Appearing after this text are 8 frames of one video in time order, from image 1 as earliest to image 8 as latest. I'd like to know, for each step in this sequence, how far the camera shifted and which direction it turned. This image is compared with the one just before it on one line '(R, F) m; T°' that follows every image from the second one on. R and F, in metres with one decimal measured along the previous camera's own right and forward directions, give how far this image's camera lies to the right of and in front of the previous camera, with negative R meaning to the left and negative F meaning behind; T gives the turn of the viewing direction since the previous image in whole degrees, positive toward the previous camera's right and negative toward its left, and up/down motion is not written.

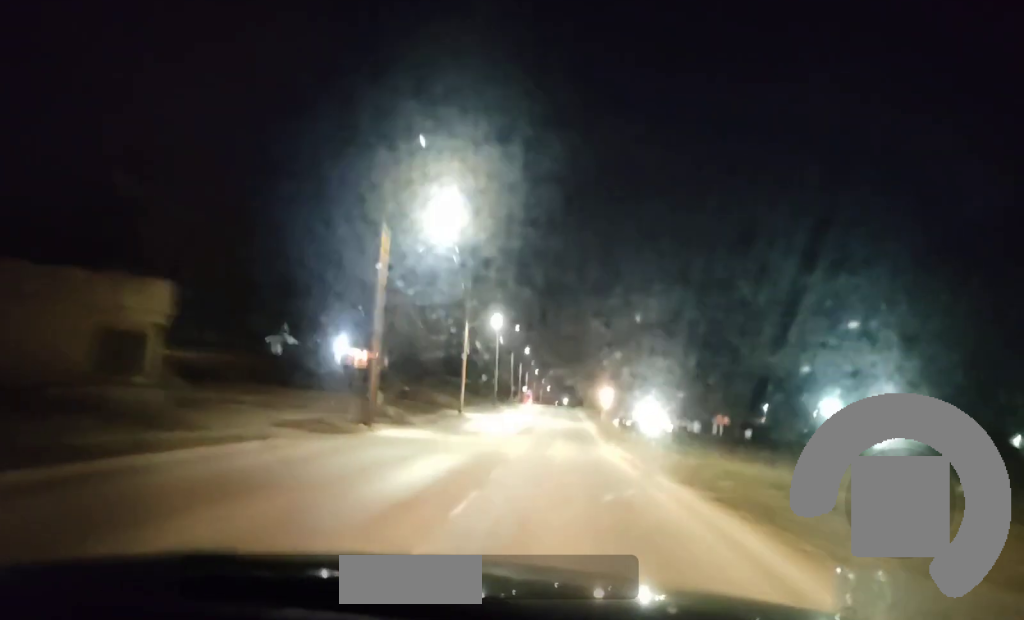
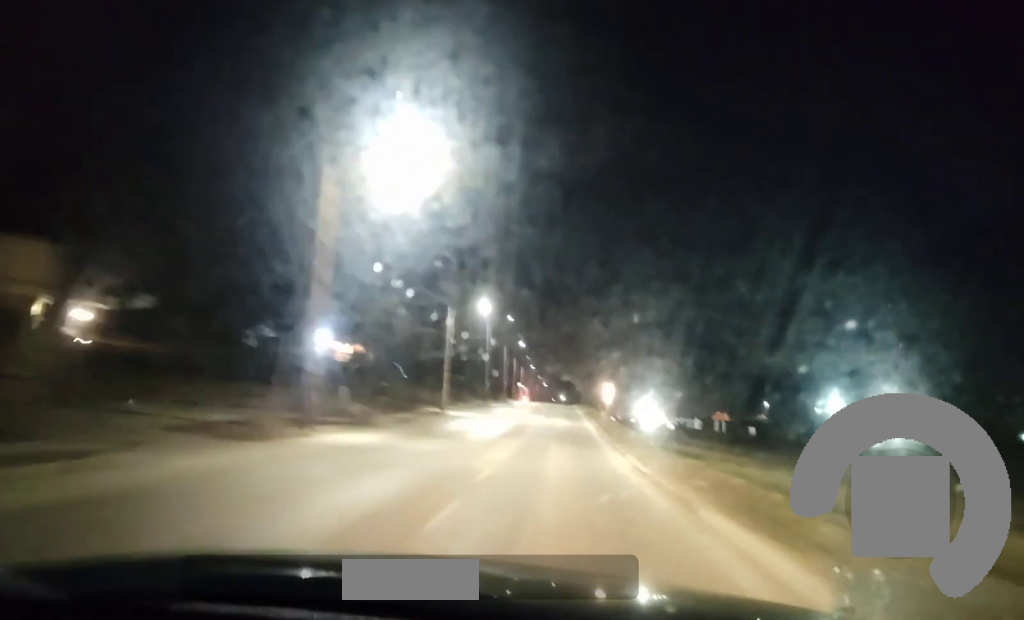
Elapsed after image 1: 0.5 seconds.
(0.0, +7.6) m; 0°
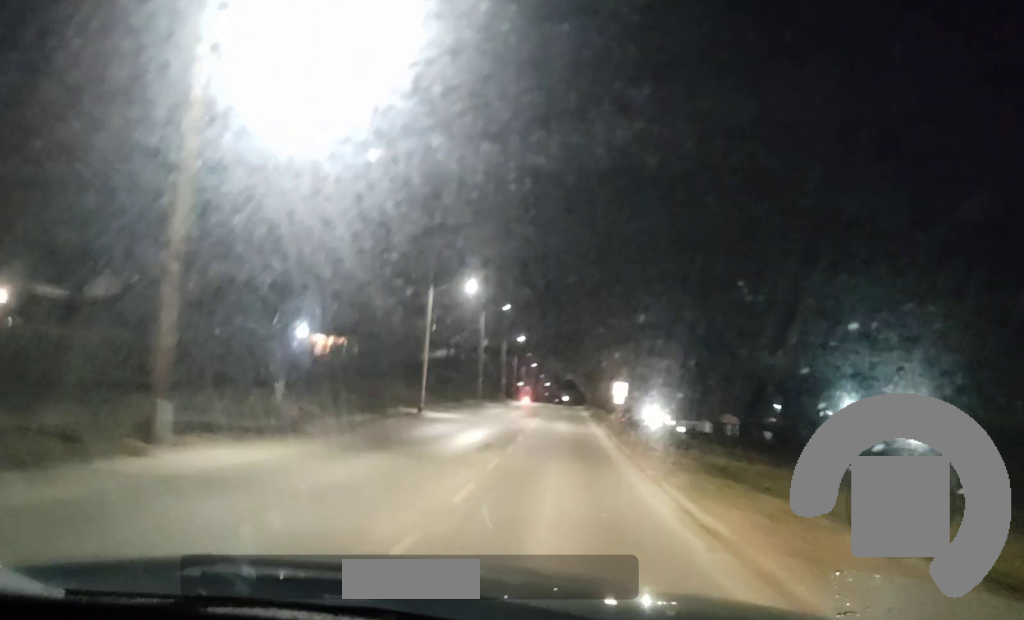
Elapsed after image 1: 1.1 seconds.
(0.0, +9.2) m; 0°
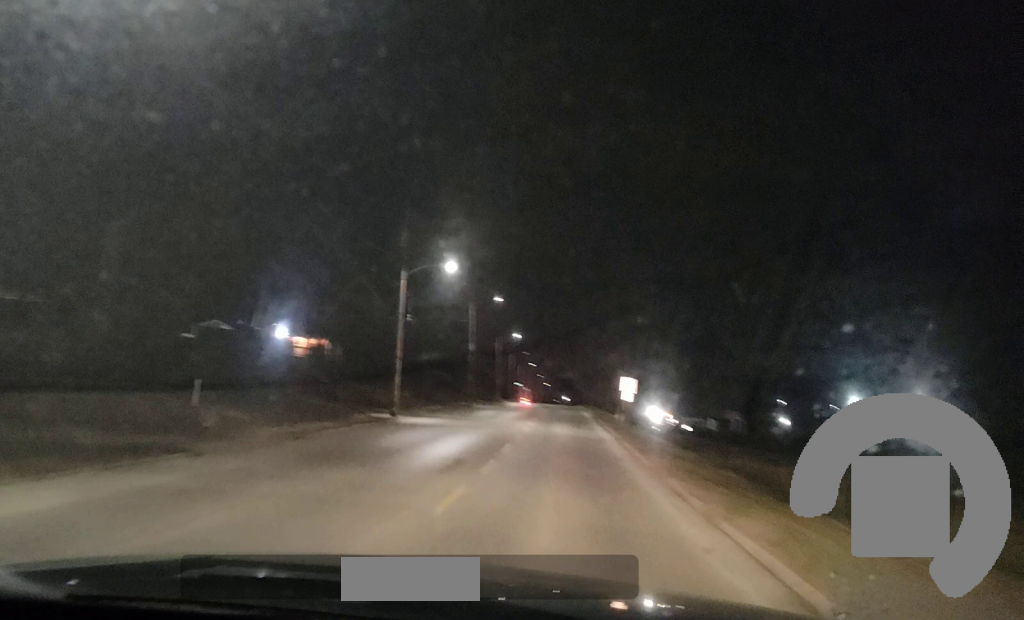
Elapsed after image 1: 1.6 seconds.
(0.0, +7.5) m; 0°
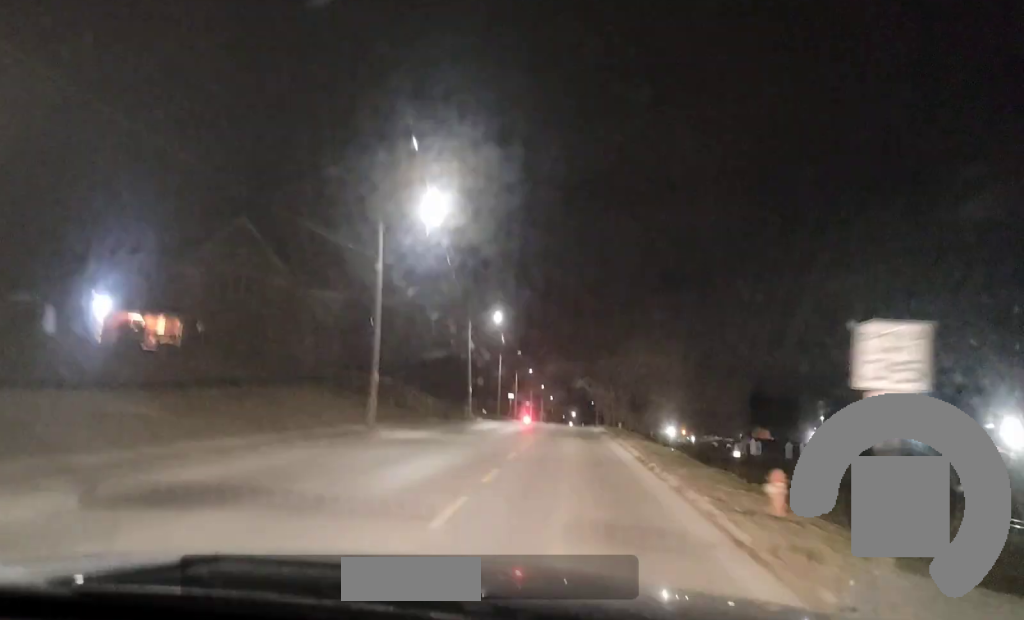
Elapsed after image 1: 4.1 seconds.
(0.0, +37.6) m; 0°
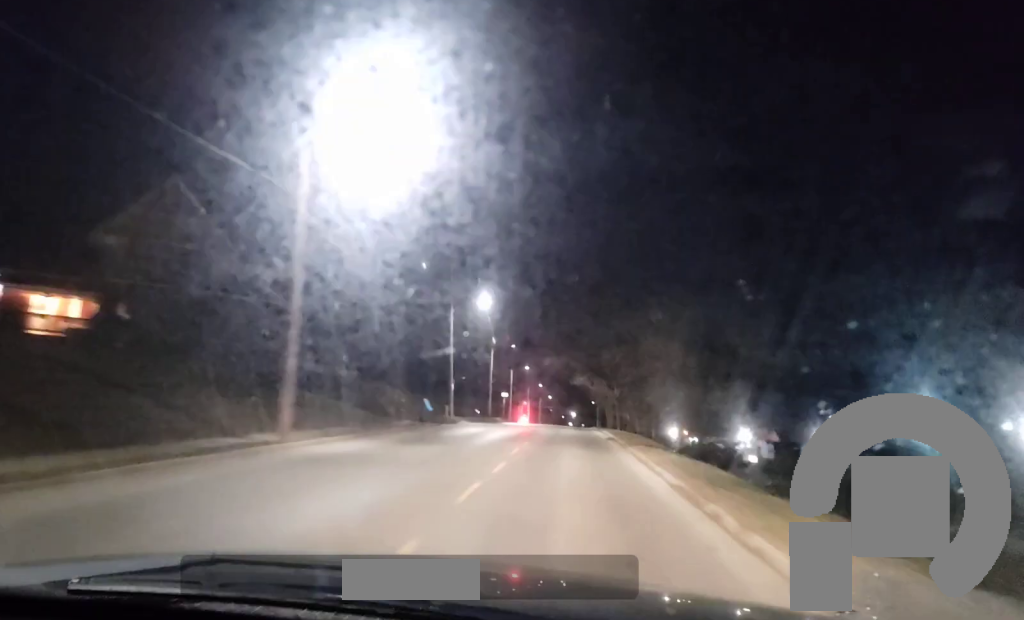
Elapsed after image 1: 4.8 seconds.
(0.0, +11.2) m; 0°
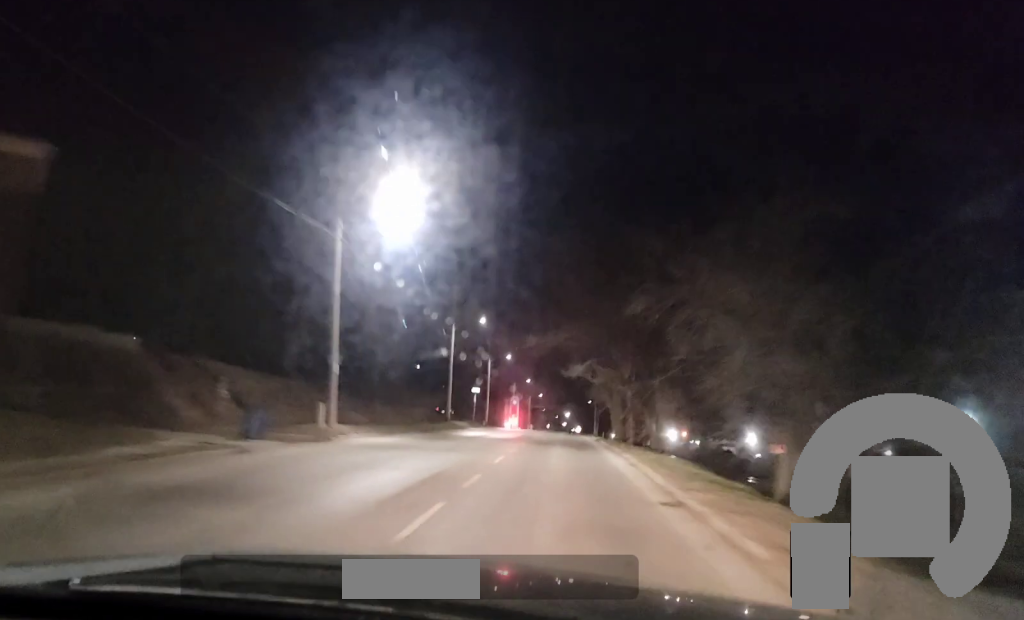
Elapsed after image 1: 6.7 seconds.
(+0.1, +27.2) m; 0°
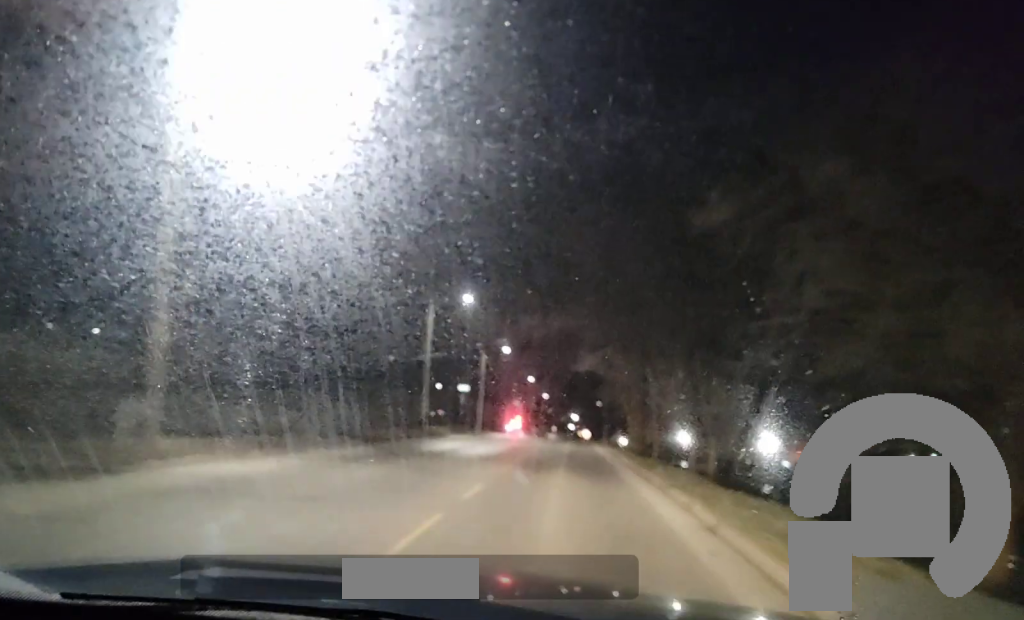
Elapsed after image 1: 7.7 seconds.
(-0.1, +12.8) m; 0°
